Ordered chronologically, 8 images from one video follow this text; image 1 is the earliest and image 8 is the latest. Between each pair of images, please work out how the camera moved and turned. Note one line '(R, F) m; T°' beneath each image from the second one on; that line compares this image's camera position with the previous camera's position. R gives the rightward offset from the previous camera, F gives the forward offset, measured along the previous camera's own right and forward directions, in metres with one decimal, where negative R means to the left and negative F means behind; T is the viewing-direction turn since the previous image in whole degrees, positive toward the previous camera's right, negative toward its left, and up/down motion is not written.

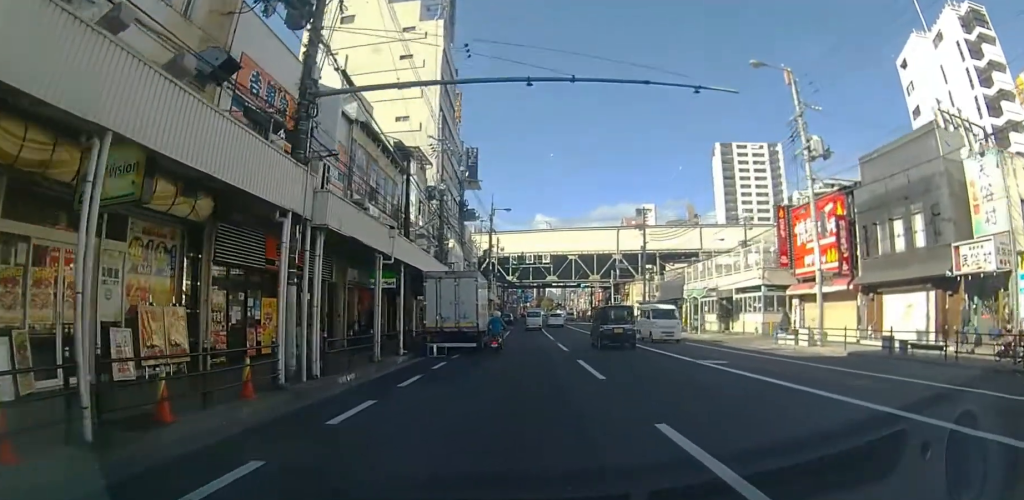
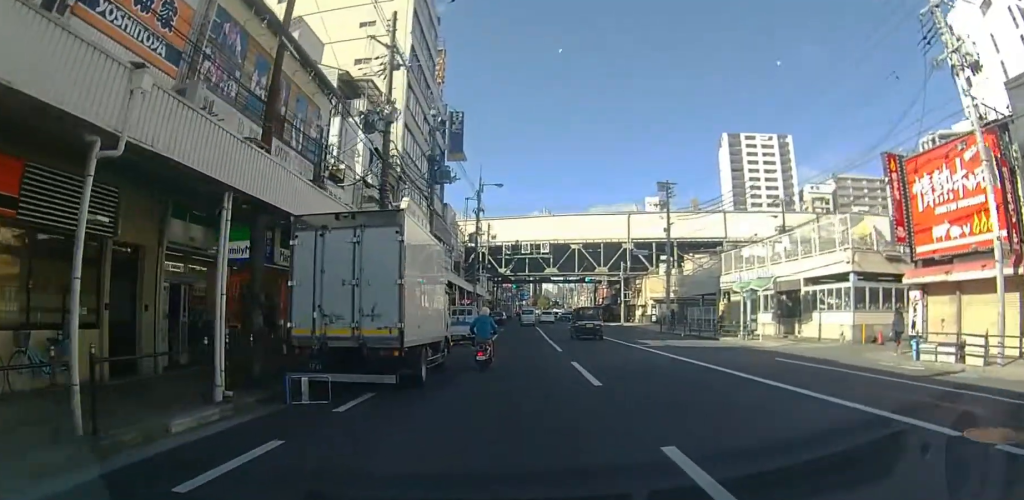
(+0.1, +10.9) m; +1°
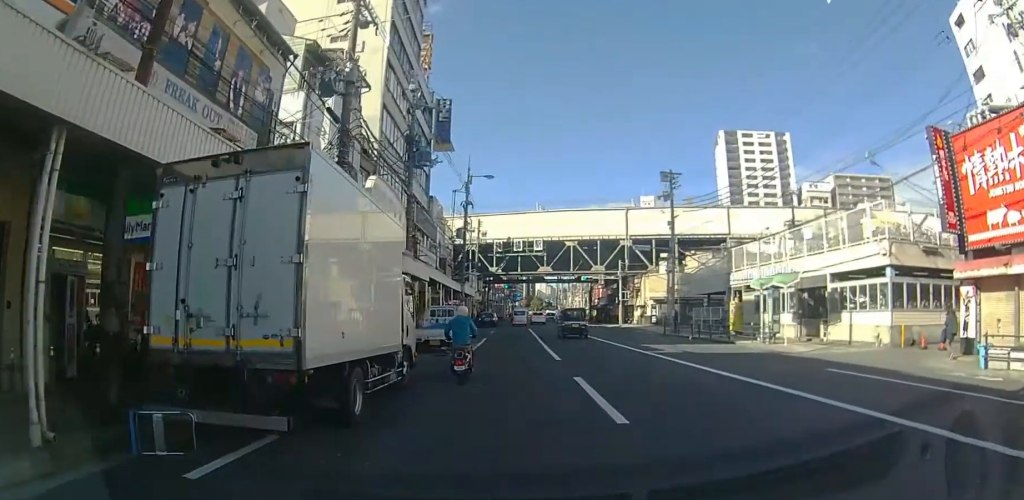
(0.0, +3.7) m; 0°
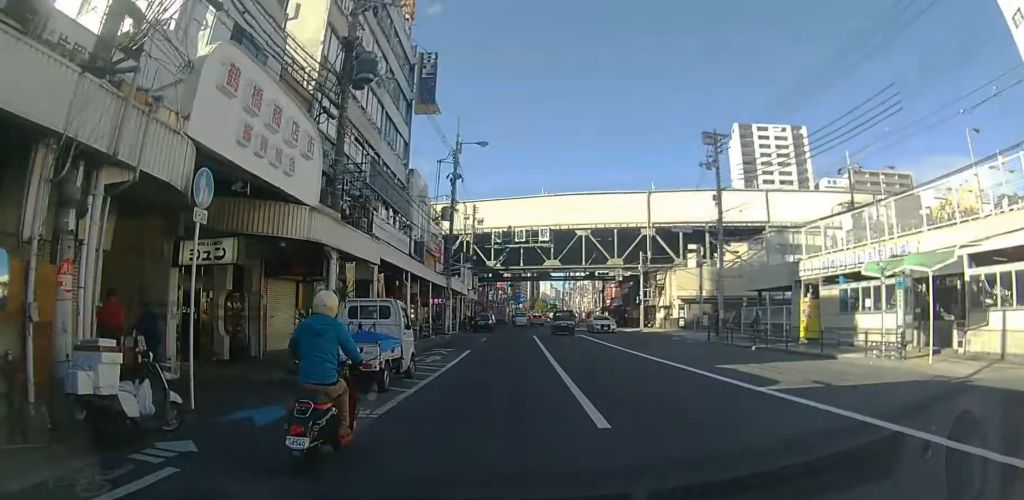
(0.0, +10.5) m; 0°
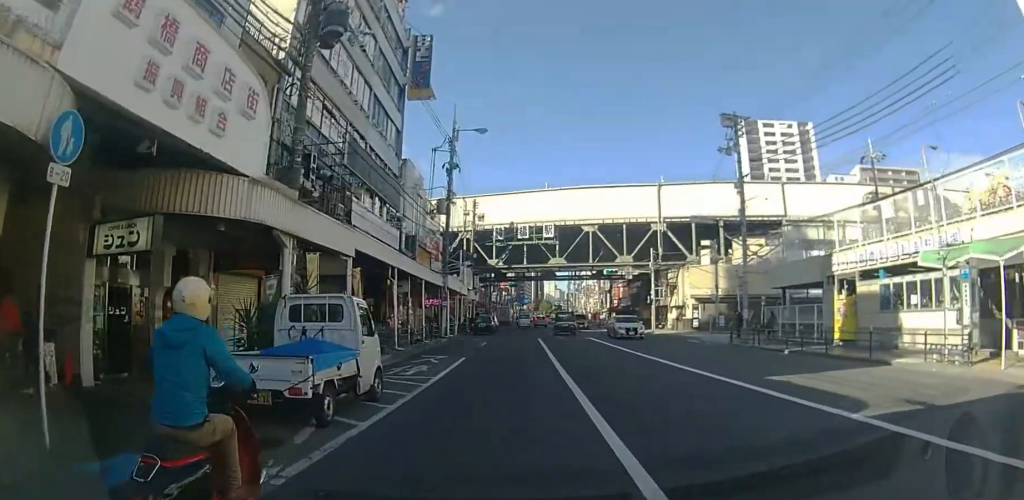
(0.0, +3.1) m; 0°
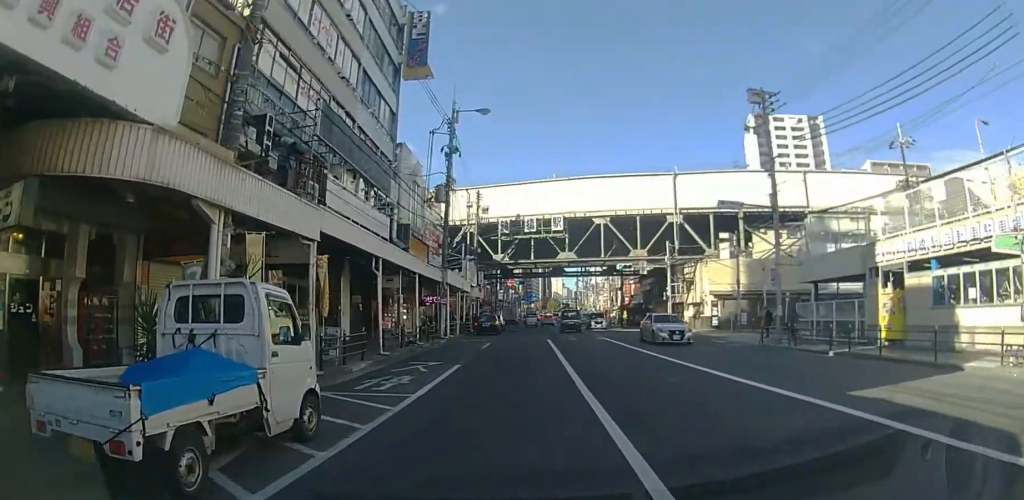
(0.0, +3.5) m; 0°
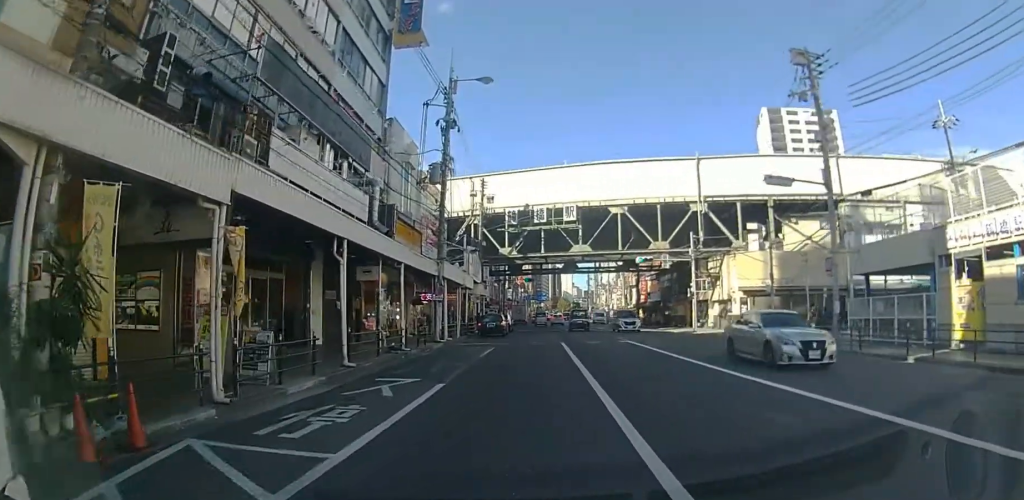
(0.0, +4.2) m; 0°
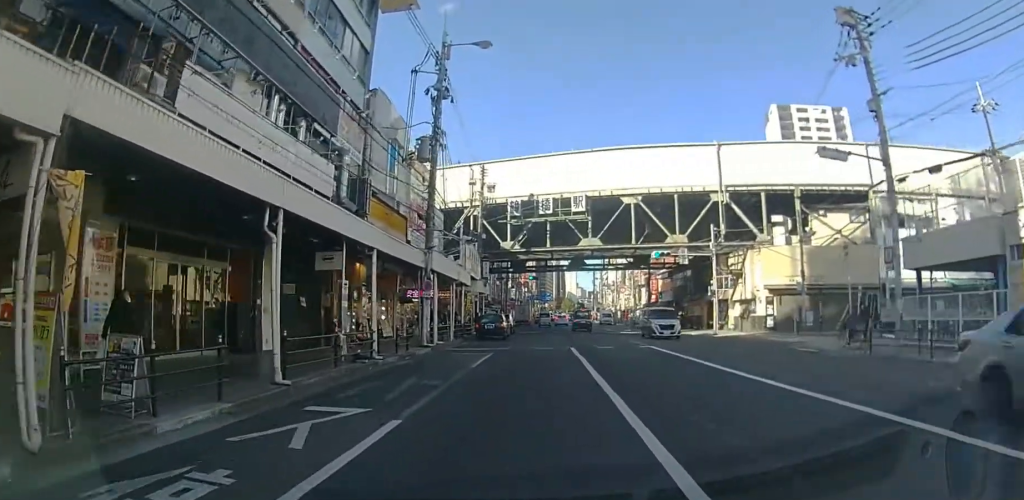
(0.0, +3.8) m; 0°
